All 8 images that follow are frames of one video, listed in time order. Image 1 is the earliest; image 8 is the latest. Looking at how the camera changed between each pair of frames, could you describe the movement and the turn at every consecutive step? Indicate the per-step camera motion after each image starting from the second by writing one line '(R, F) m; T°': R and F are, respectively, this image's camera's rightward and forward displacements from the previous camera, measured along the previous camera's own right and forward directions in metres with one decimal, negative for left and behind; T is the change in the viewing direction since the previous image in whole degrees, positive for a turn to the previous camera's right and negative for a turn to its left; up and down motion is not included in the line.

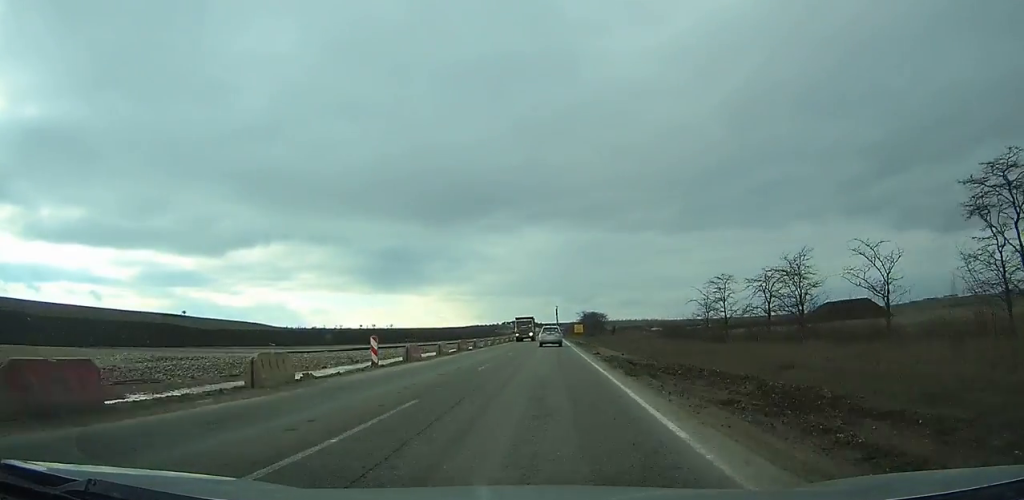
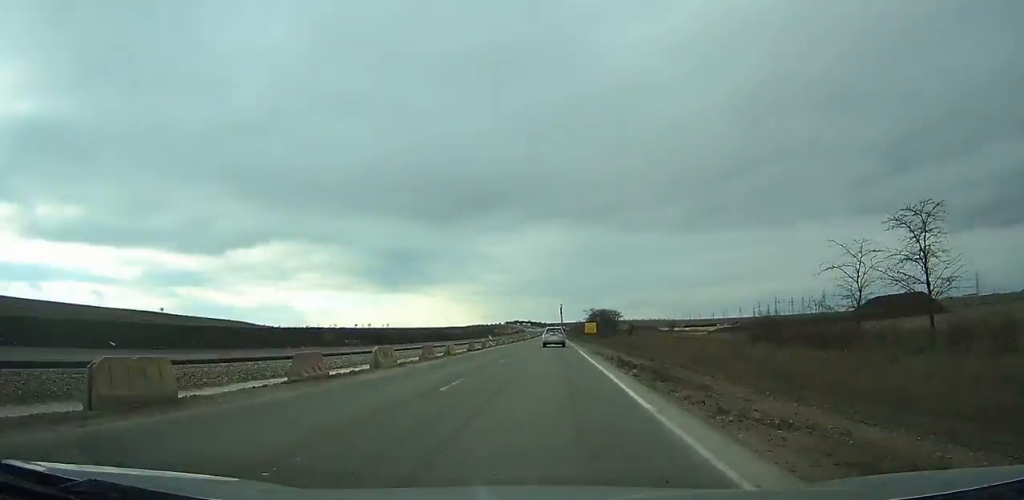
(-0.2, +42.8) m; 0°
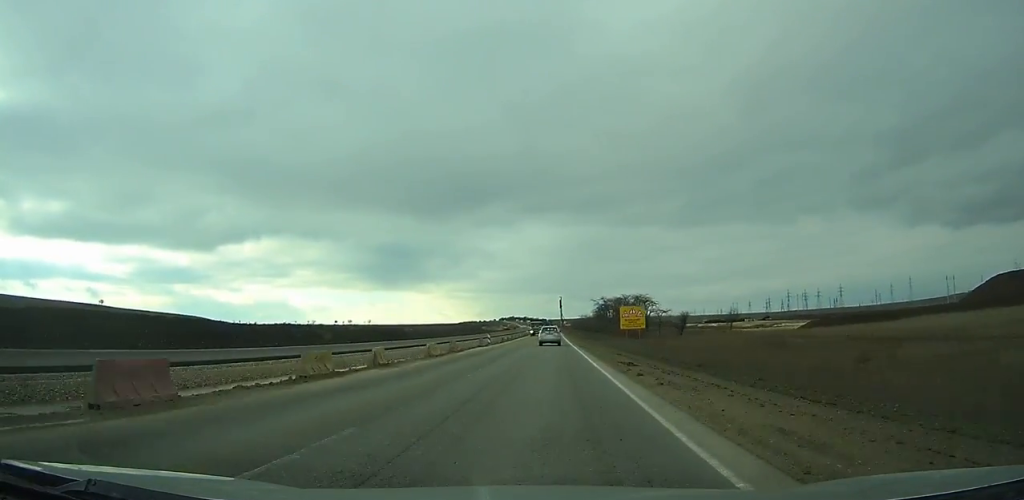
(+0.3, +80.2) m; 0°
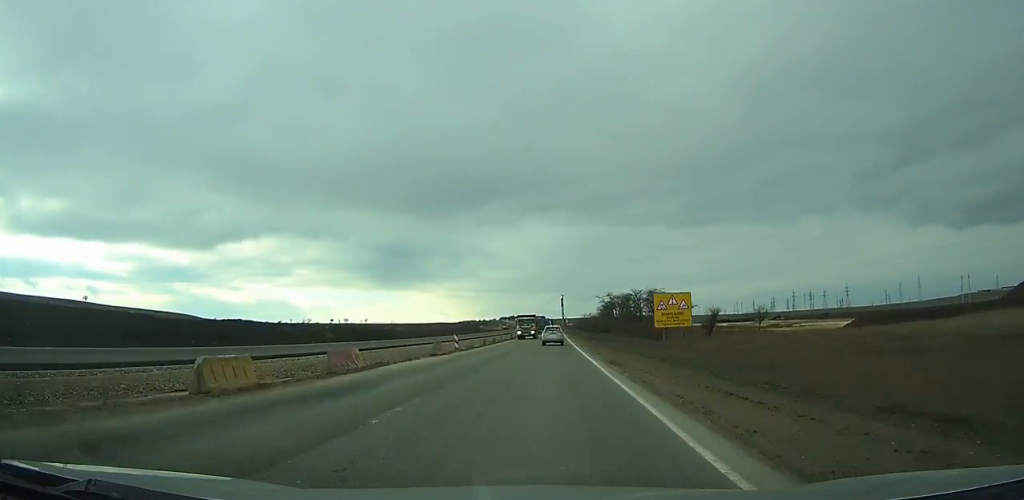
(0.0, +20.8) m; 0°
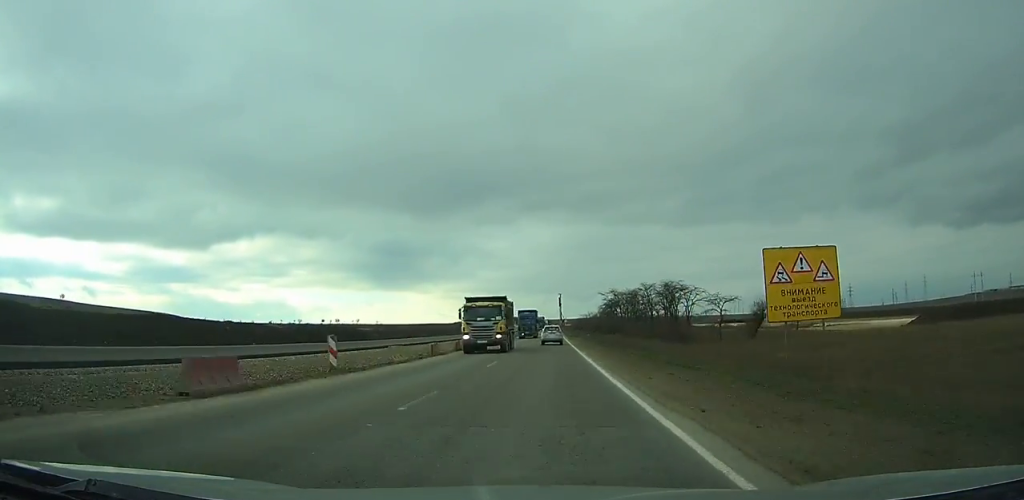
(0.0, +22.6) m; 0°
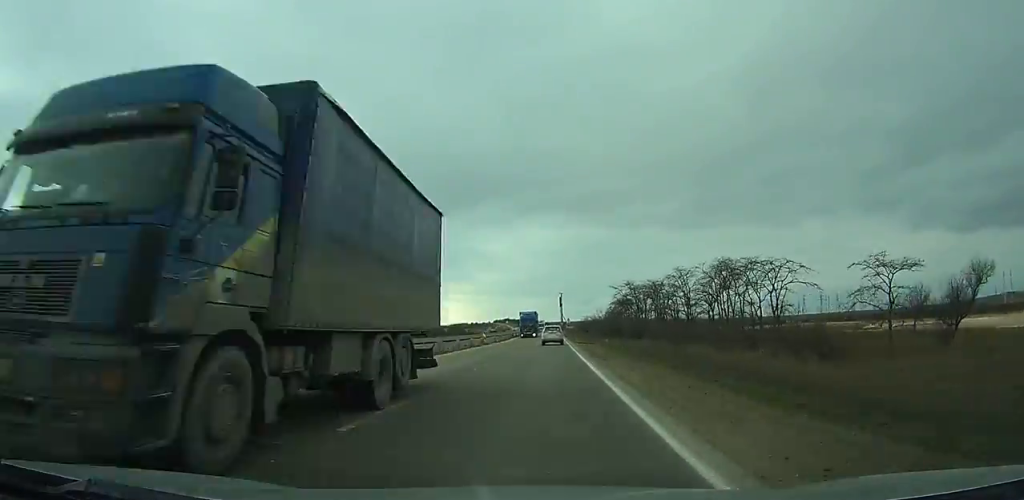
(+0.2, +38.1) m; 0°
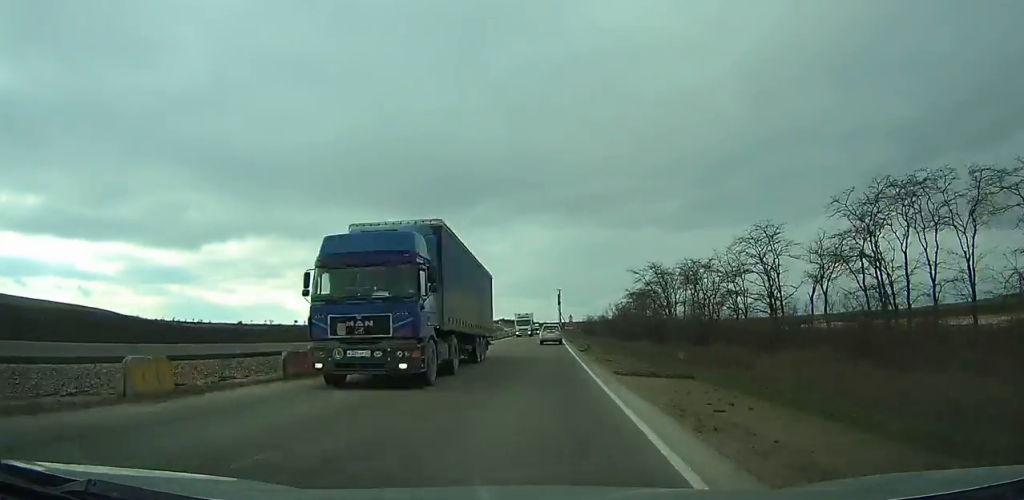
(+0.1, +40.1) m; 0°
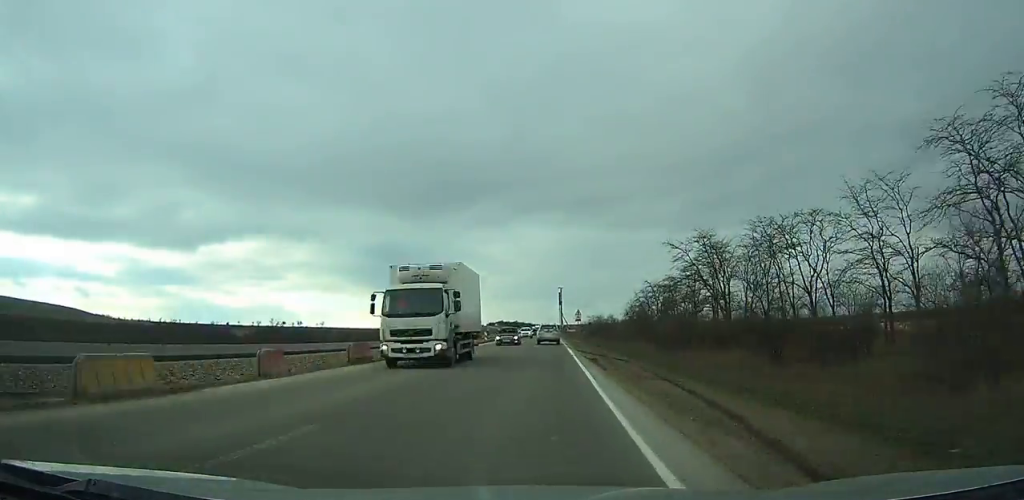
(0.0, +34.2) m; 0°
